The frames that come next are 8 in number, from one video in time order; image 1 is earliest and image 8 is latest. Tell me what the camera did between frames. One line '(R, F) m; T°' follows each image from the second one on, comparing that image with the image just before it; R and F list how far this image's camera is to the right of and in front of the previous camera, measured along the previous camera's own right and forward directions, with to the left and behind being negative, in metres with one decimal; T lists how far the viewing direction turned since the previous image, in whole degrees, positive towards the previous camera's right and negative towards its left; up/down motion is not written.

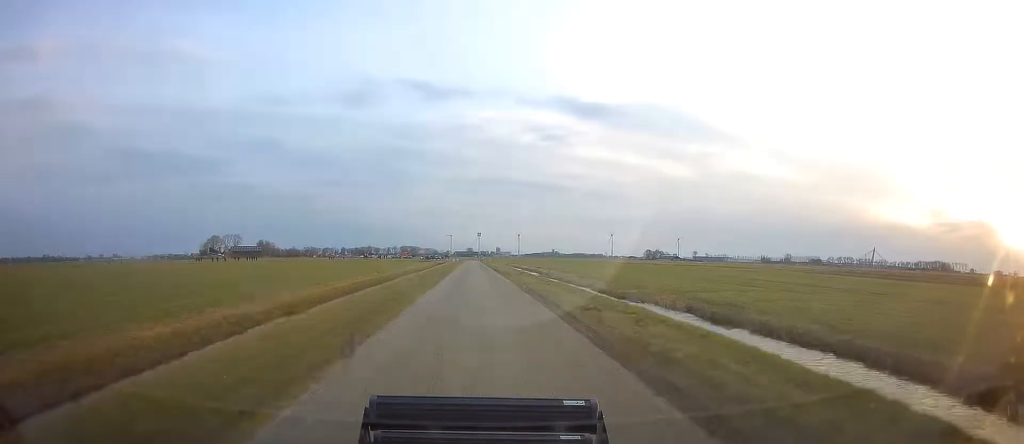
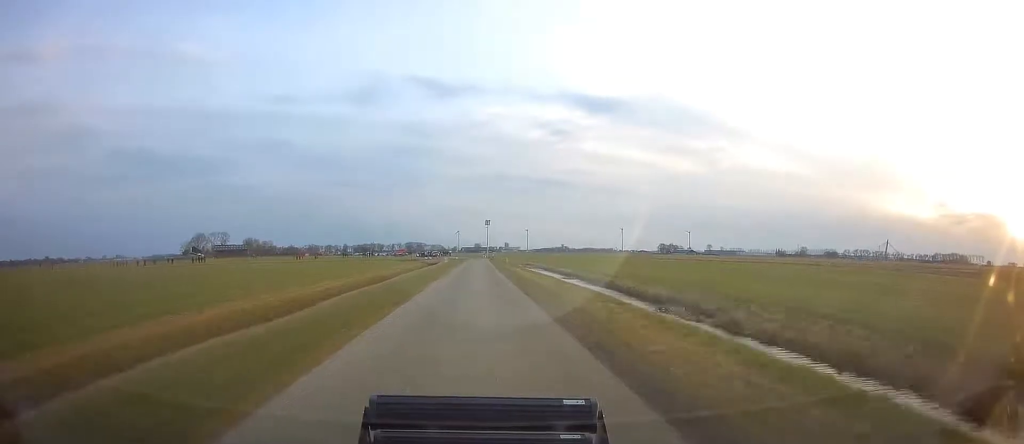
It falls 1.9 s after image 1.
(-0.1, +45.6) m; 0°
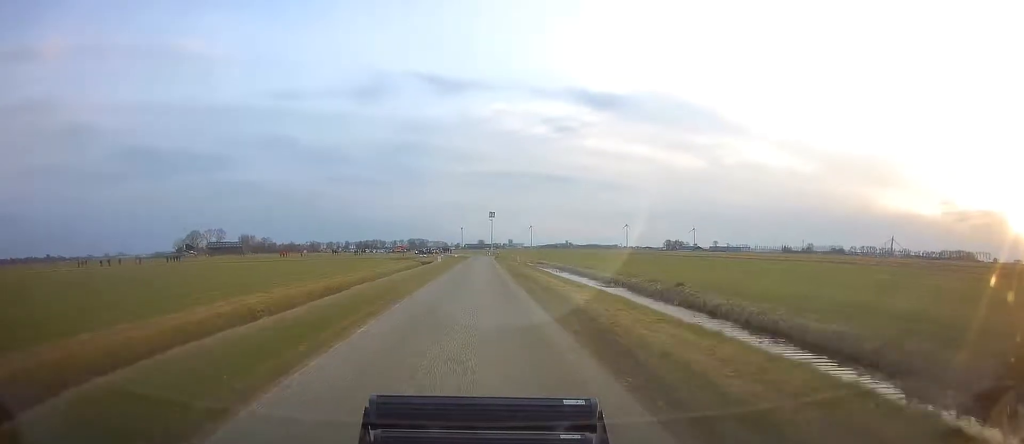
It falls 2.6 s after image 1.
(0.0, +16.2) m; 0°
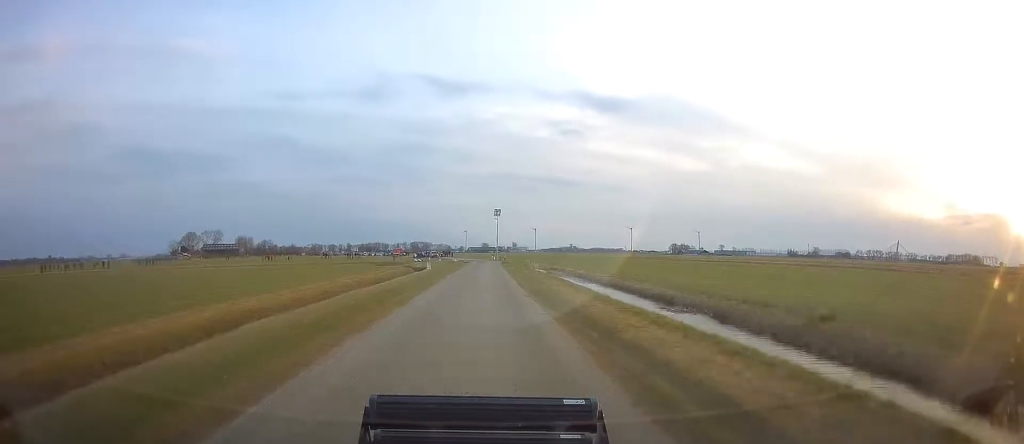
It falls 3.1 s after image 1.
(0.0, +13.2) m; 0°
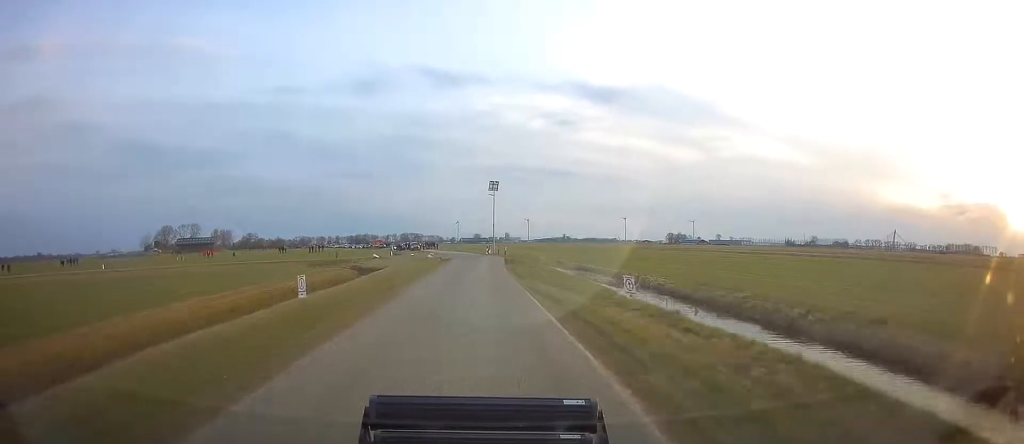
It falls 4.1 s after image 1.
(0.0, +26.0) m; 0°
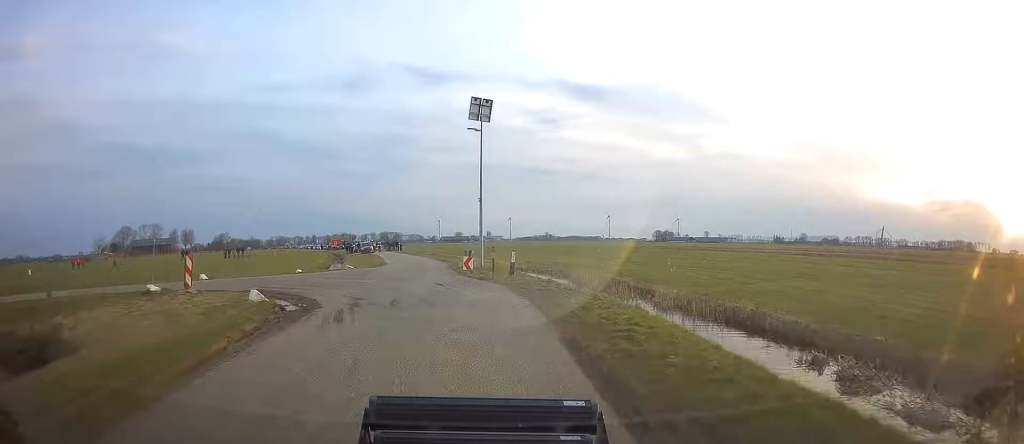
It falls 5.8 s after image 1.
(0.0, +36.6) m; -5°
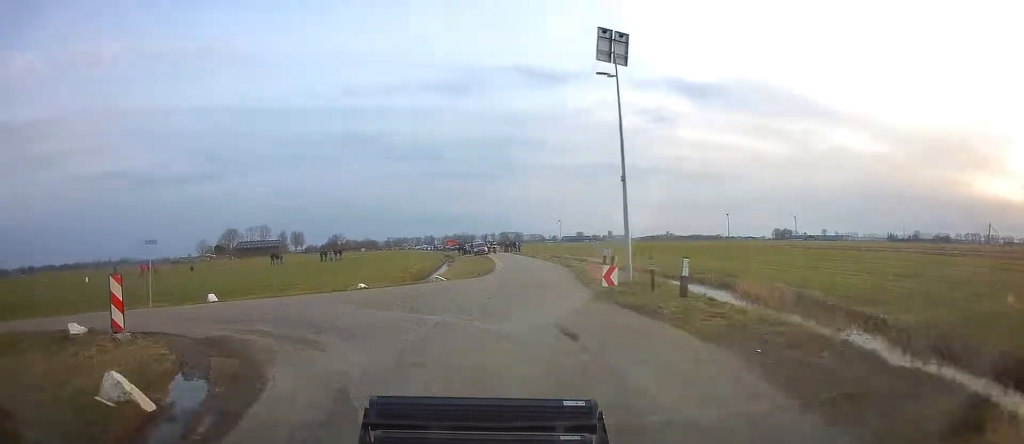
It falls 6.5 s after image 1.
(+0.3, +10.4) m; -10°
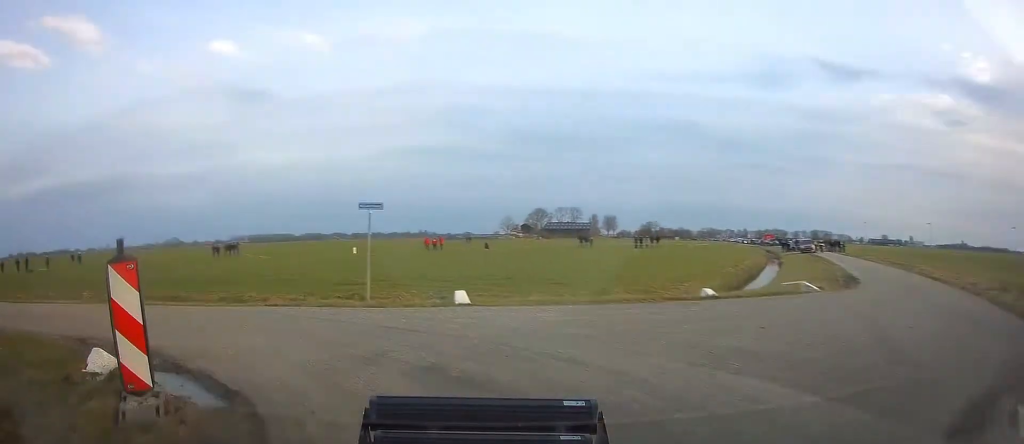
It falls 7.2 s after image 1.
(-2.2, +7.4) m; -33°
